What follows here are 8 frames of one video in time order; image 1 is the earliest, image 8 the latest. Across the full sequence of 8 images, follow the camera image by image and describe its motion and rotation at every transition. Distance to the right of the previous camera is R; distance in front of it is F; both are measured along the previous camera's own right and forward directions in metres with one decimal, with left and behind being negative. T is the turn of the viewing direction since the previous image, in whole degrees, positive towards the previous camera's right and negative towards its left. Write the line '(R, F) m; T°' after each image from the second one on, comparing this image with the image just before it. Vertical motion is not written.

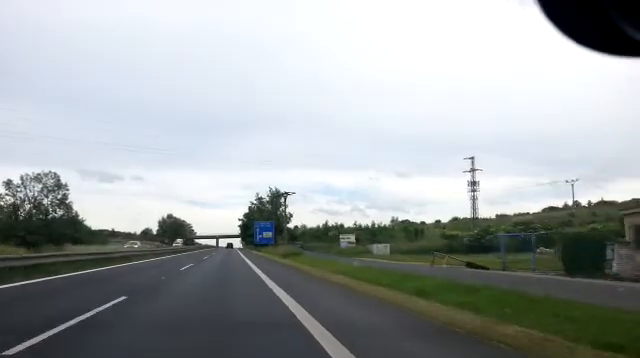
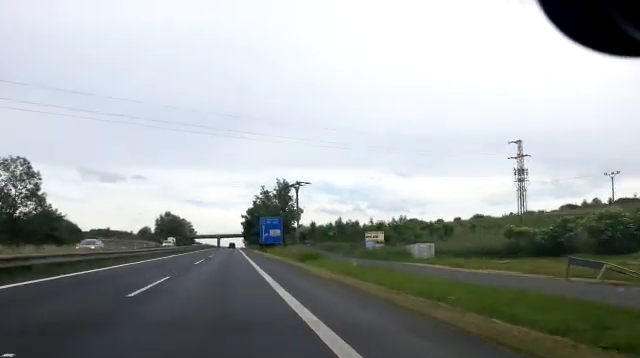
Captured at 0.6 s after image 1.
(+0.1, +11.9) m; +1°
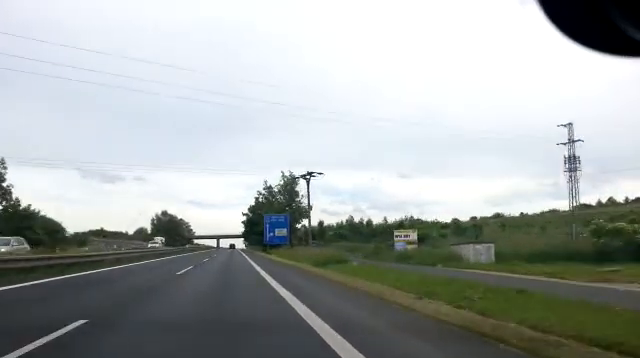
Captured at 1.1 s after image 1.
(+0.1, +10.0) m; 0°
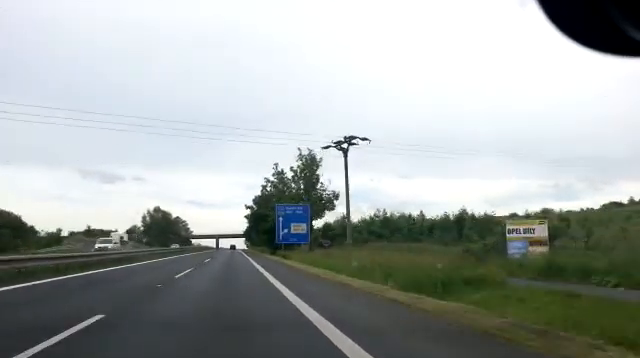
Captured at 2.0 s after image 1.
(-0.1, +18.6) m; -1°
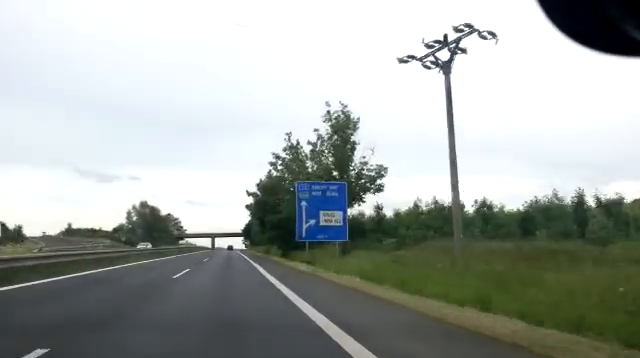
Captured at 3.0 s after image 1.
(-0.2, +18.6) m; 0°
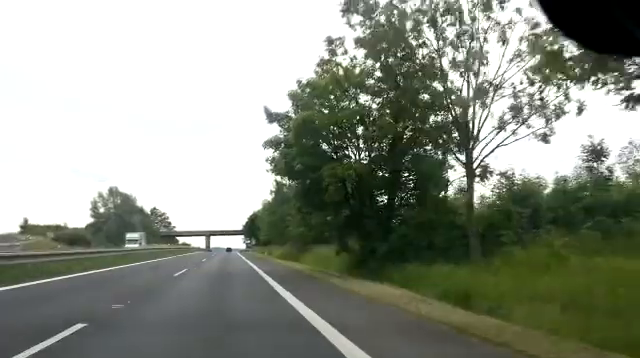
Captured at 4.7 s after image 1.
(+0.4, +33.9) m; +1°
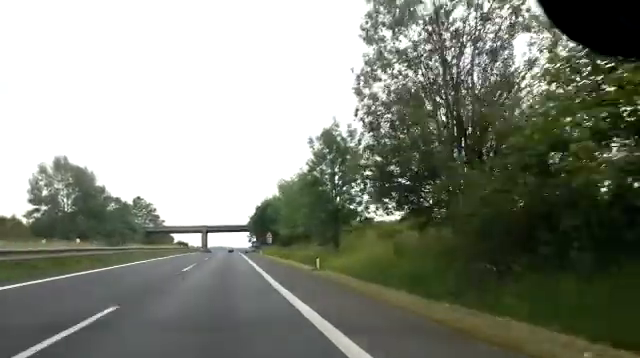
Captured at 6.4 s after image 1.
(+0.3, +34.3) m; +1°
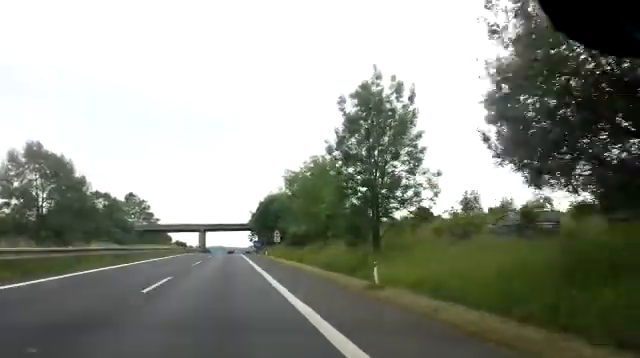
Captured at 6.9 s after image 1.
(0.0, +10.1) m; 0°
